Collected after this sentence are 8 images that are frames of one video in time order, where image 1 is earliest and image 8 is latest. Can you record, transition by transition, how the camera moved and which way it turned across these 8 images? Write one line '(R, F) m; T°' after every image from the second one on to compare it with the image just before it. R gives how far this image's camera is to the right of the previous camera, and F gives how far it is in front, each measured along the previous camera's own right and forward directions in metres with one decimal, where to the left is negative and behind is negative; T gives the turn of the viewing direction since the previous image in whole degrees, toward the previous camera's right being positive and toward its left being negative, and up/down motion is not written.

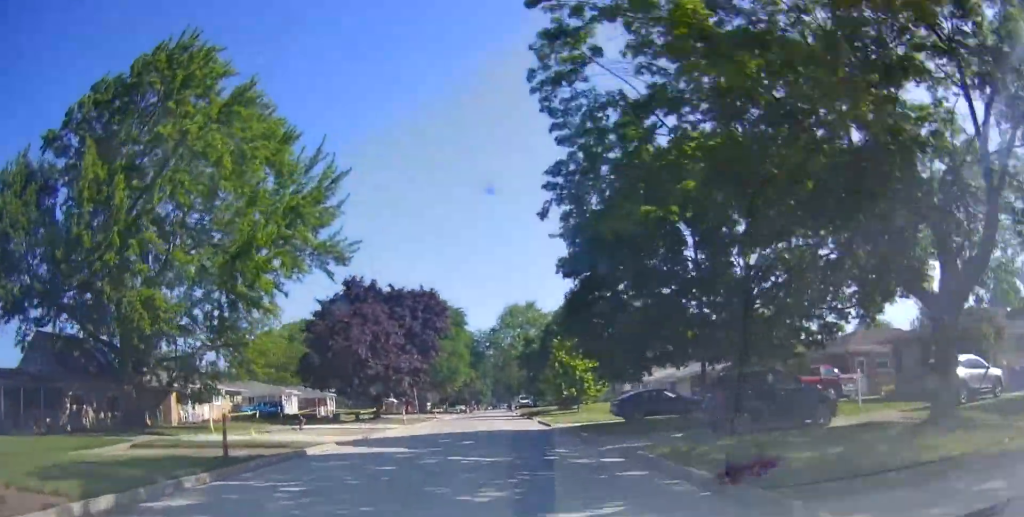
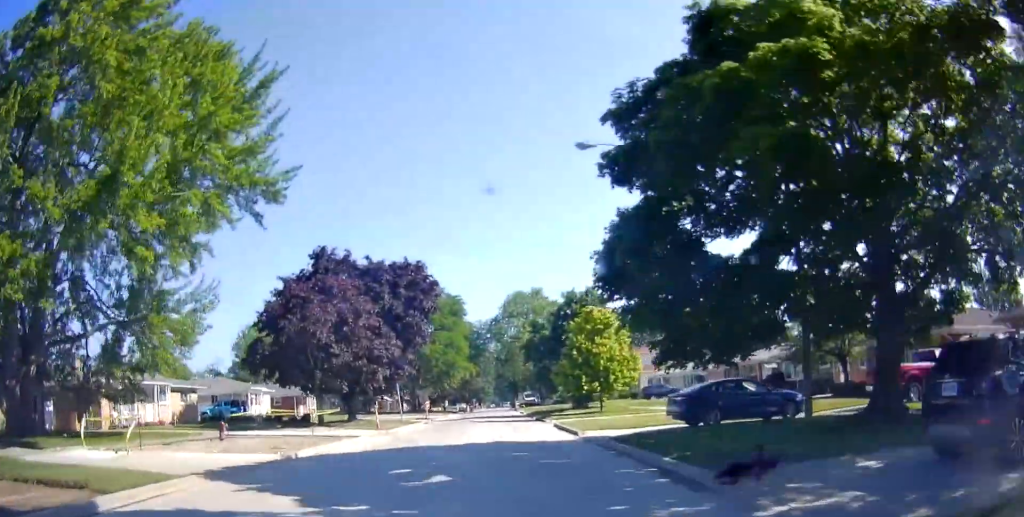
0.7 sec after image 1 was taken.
(-0.1, +9.6) m; -1°
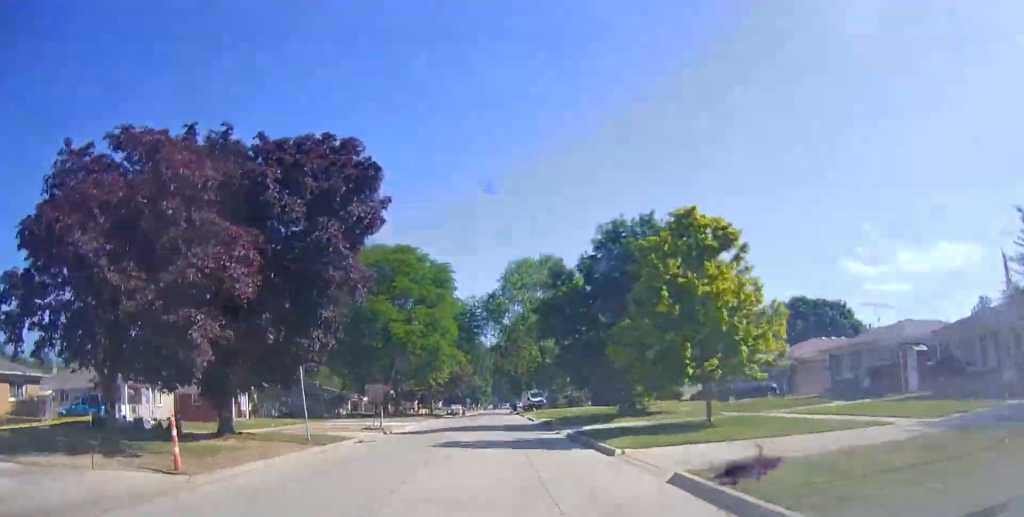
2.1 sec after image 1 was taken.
(-0.1, +20.1) m; 0°
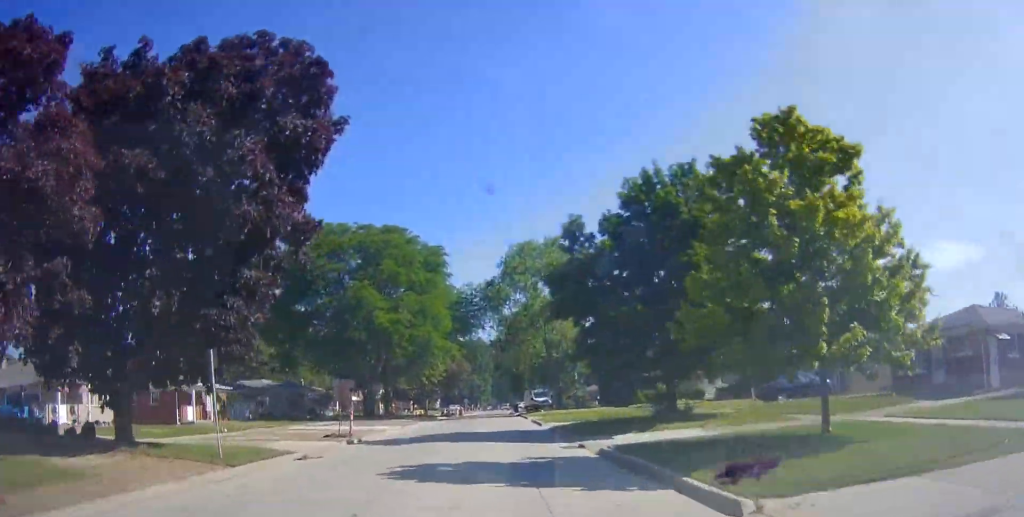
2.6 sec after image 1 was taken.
(+0.1, +7.1) m; 0°
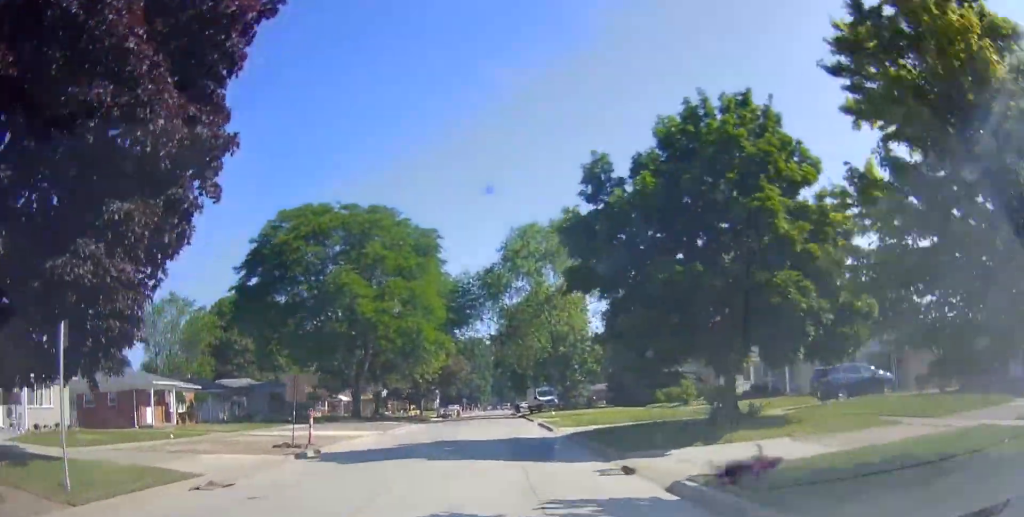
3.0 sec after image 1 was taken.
(0.0, +6.2) m; 0°
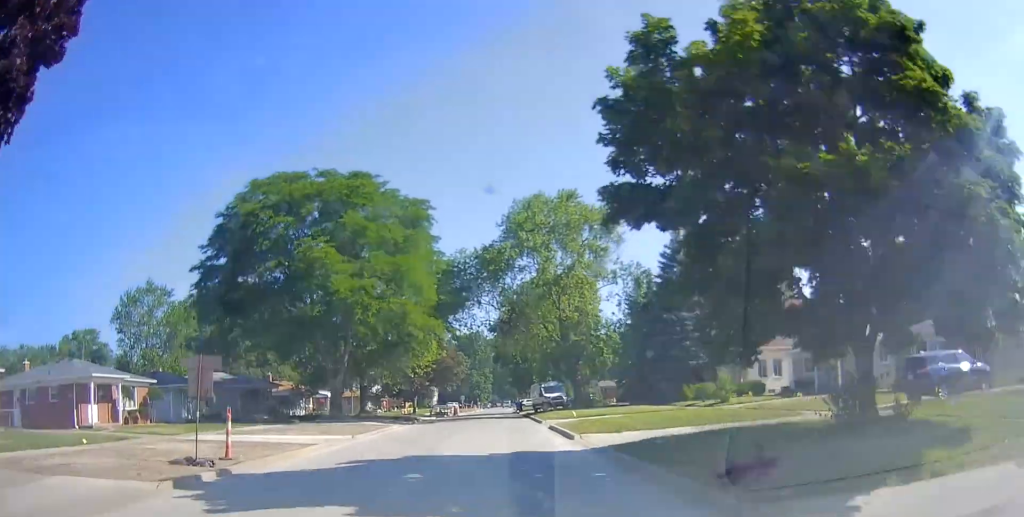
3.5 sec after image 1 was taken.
(0.0, +7.0) m; 0°
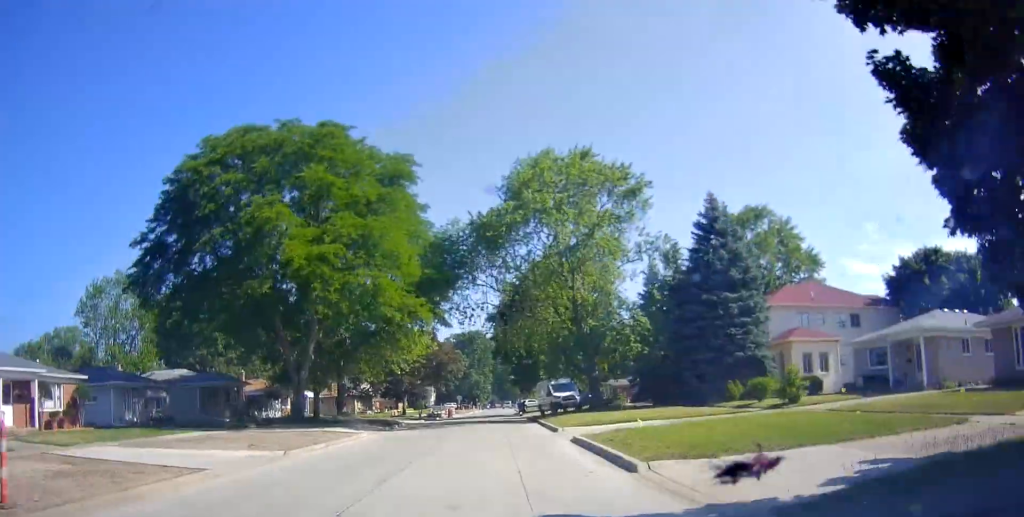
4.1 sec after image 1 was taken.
(+0.1, +8.3) m; -1°
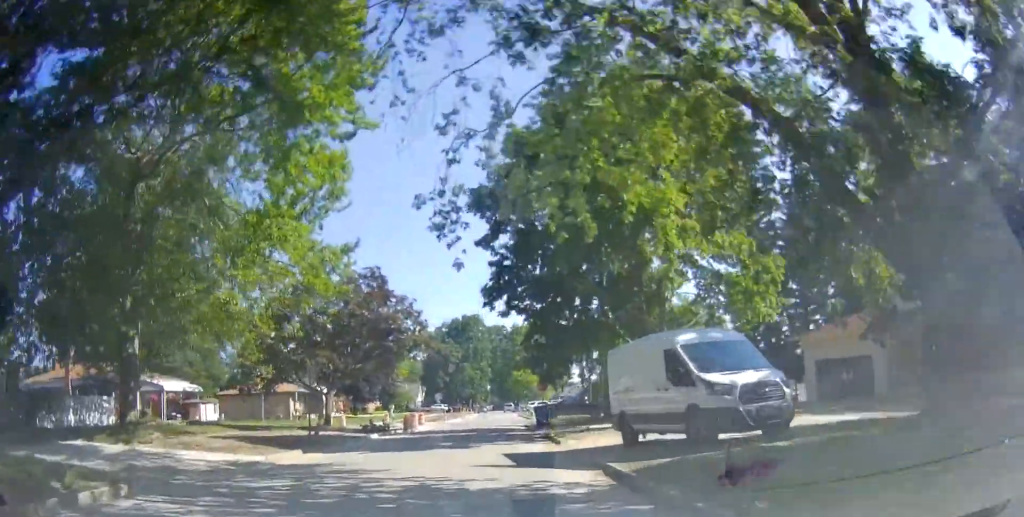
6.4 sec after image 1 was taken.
(-0.7, +30.2) m; -1°
